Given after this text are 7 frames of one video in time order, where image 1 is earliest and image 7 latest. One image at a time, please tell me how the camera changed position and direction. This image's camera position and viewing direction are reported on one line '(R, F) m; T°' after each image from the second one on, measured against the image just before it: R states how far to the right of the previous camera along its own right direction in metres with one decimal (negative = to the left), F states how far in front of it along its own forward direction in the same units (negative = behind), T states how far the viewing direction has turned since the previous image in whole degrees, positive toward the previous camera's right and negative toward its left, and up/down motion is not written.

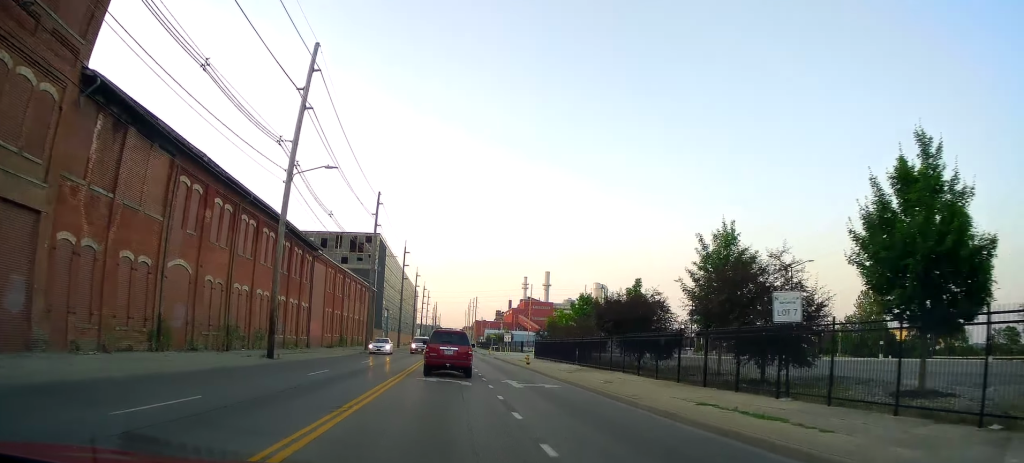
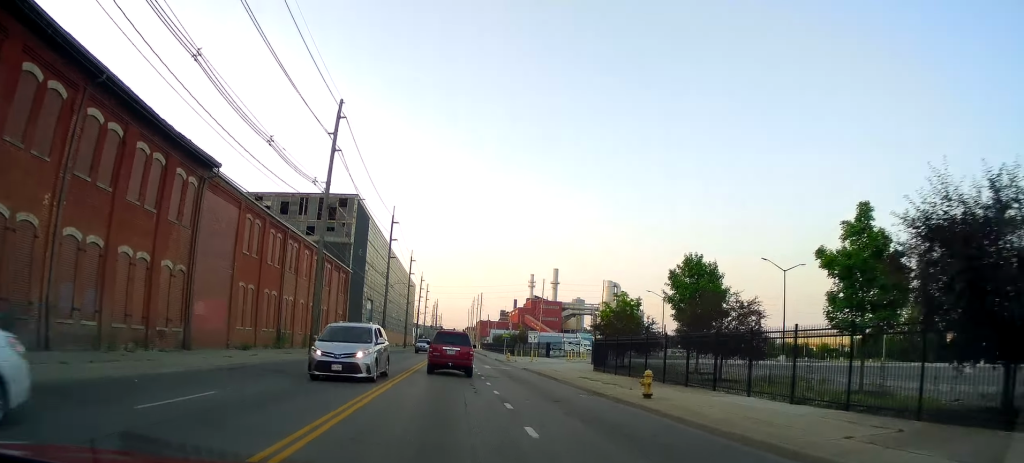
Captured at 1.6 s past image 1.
(-0.6, +23.2) m; -2°
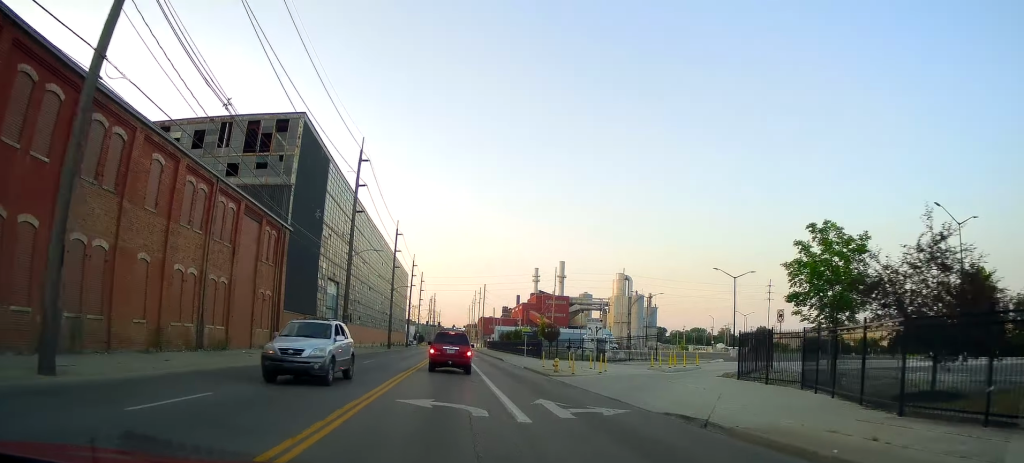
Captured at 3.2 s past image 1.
(+1.1, +24.3) m; +3°
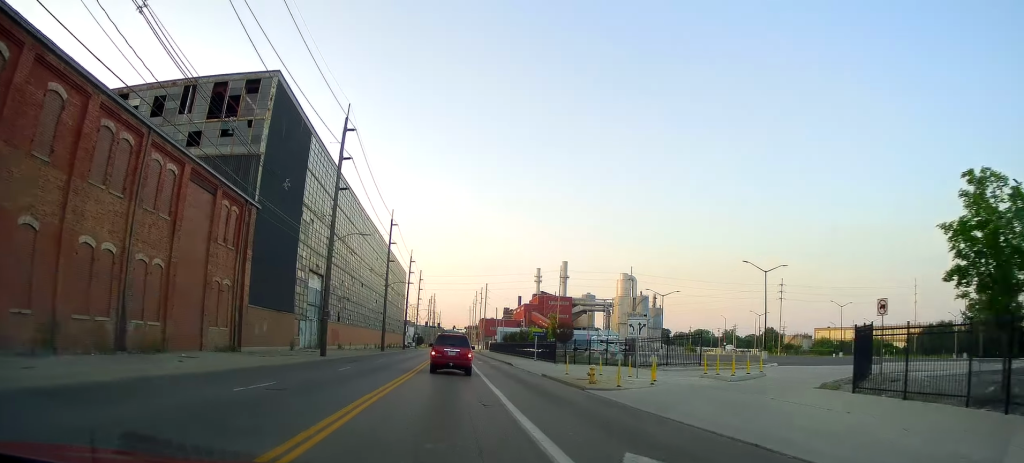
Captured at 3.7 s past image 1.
(-0.2, +7.2) m; -1°
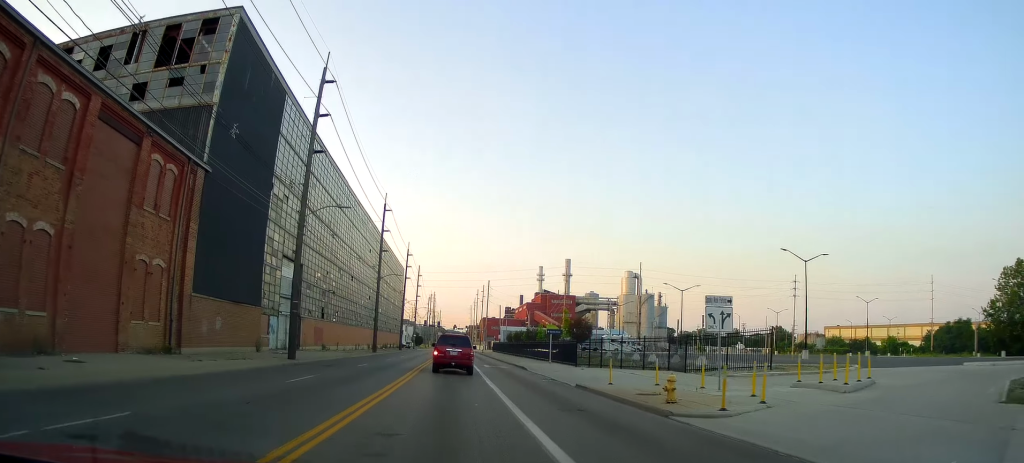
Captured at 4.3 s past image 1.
(-0.3, +7.7) m; -1°
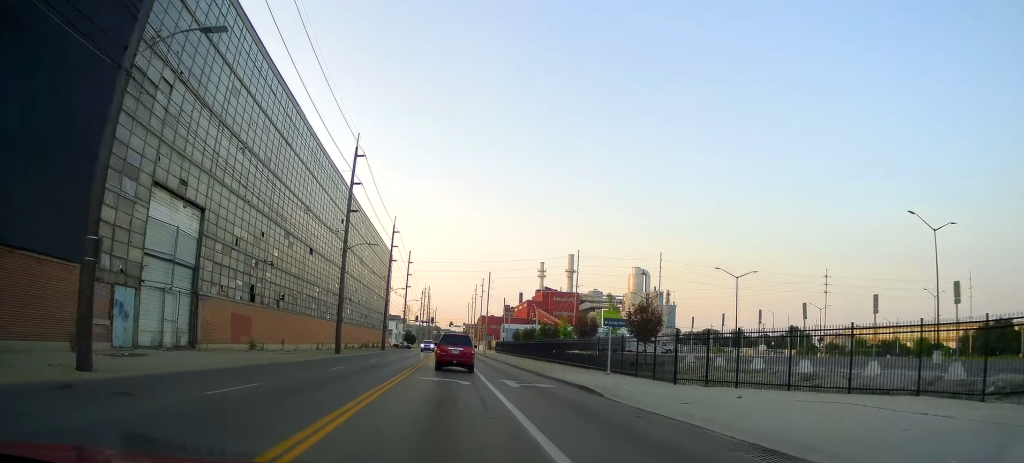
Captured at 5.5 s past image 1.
(+0.2, +18.3) m; -1°
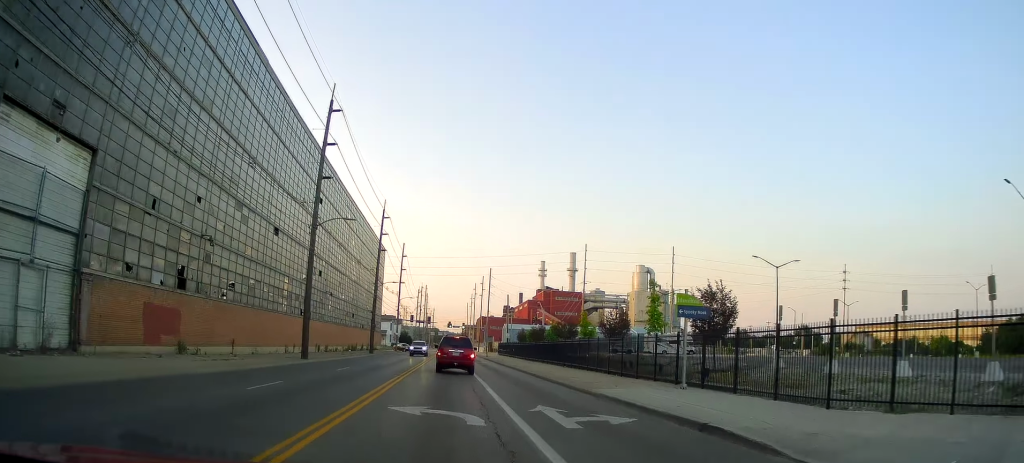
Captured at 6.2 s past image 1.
(-0.4, +9.6) m; +1°
